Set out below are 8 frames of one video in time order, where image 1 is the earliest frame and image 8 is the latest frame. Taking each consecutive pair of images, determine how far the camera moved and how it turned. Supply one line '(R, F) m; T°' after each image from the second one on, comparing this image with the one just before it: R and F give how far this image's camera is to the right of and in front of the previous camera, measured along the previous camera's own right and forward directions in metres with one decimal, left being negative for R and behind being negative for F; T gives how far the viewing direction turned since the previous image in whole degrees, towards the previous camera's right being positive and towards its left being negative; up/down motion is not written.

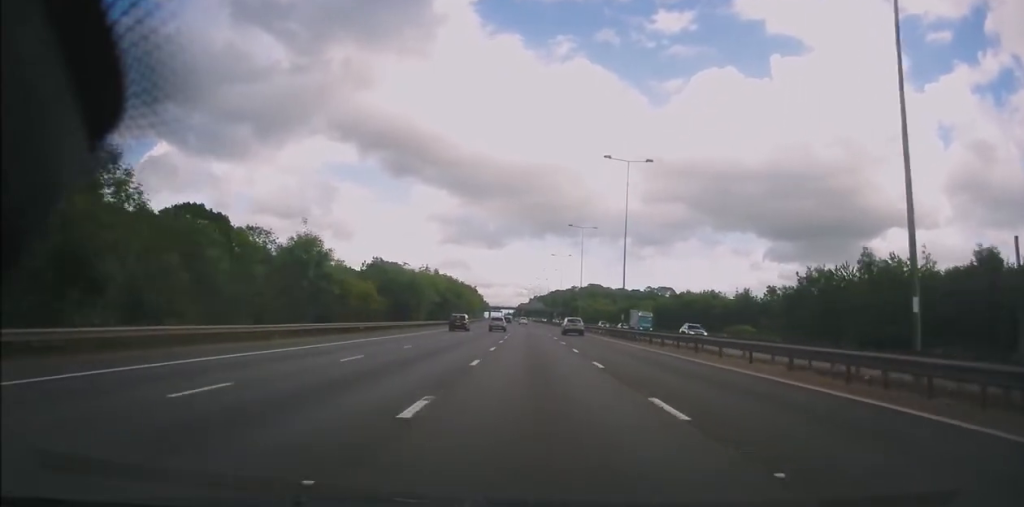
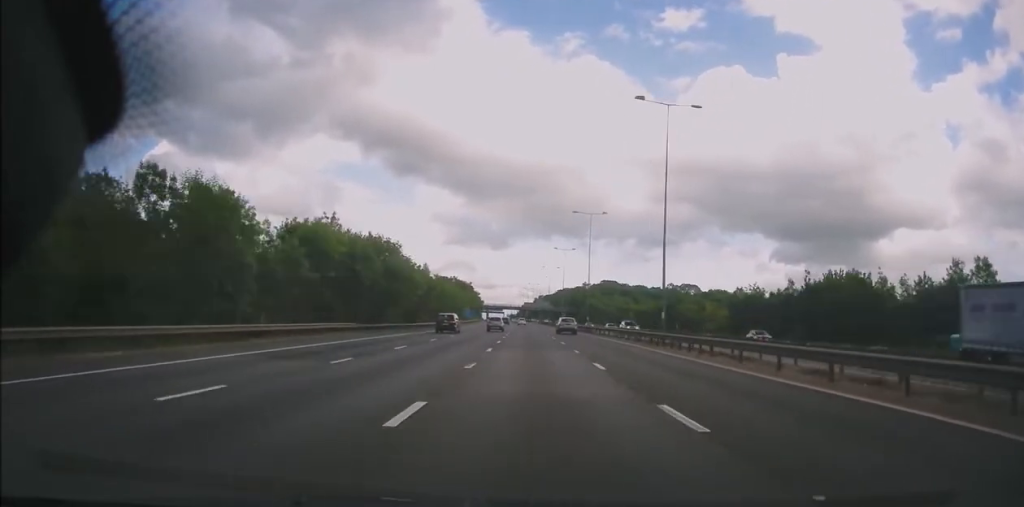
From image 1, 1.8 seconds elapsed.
(0.0, +53.2) m; 0°
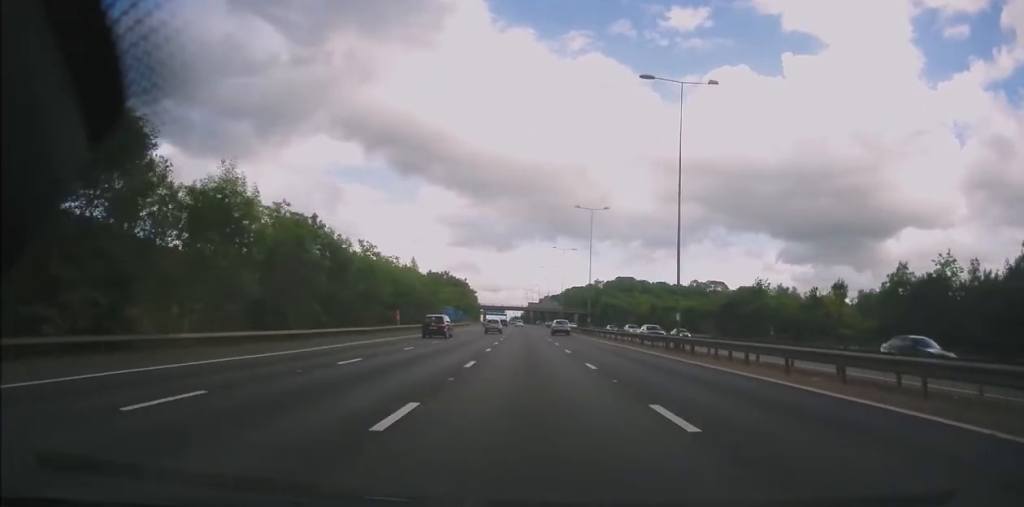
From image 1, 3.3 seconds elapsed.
(0.0, +45.1) m; 0°
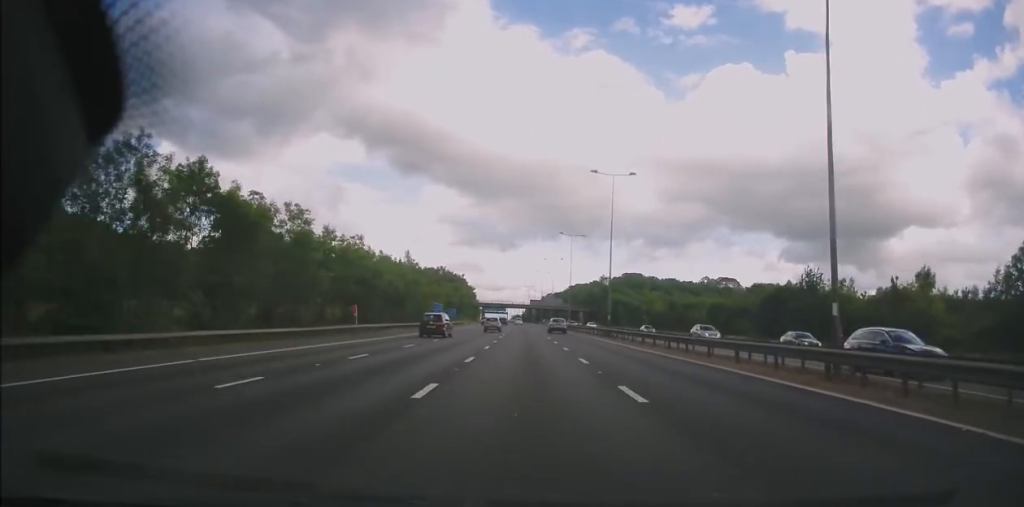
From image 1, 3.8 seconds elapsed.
(+0.1, +16.9) m; 0°
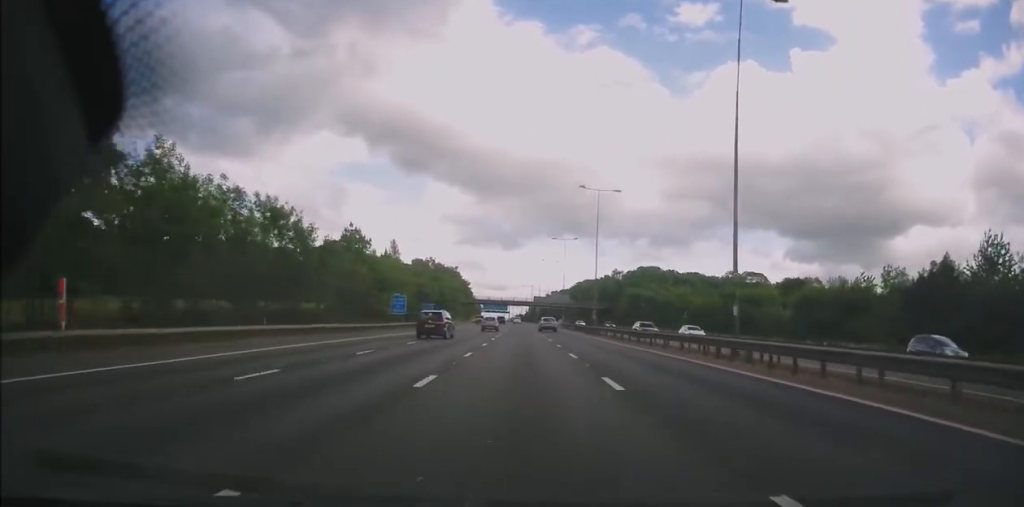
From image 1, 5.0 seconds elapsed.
(-0.3, +33.5) m; 0°
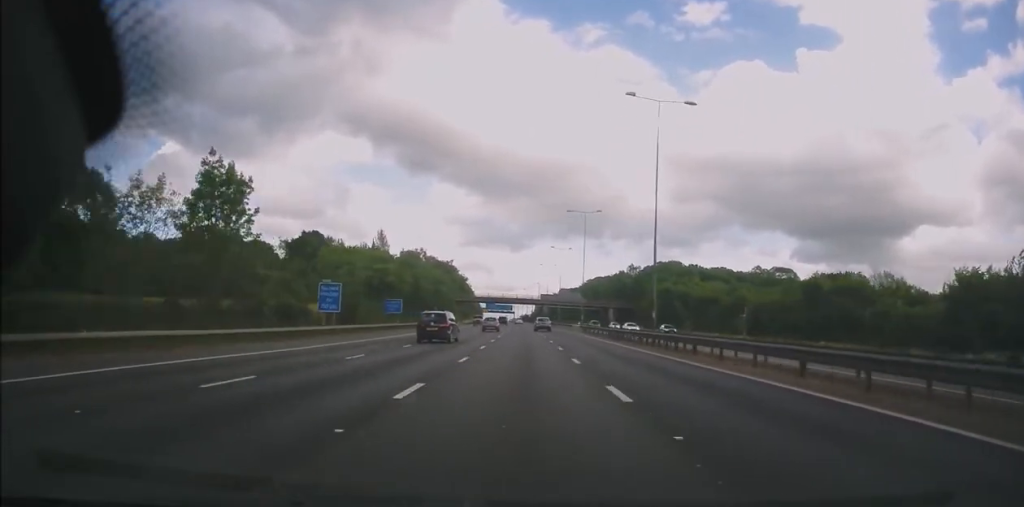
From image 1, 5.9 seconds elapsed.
(+0.4, +27.6) m; -1°
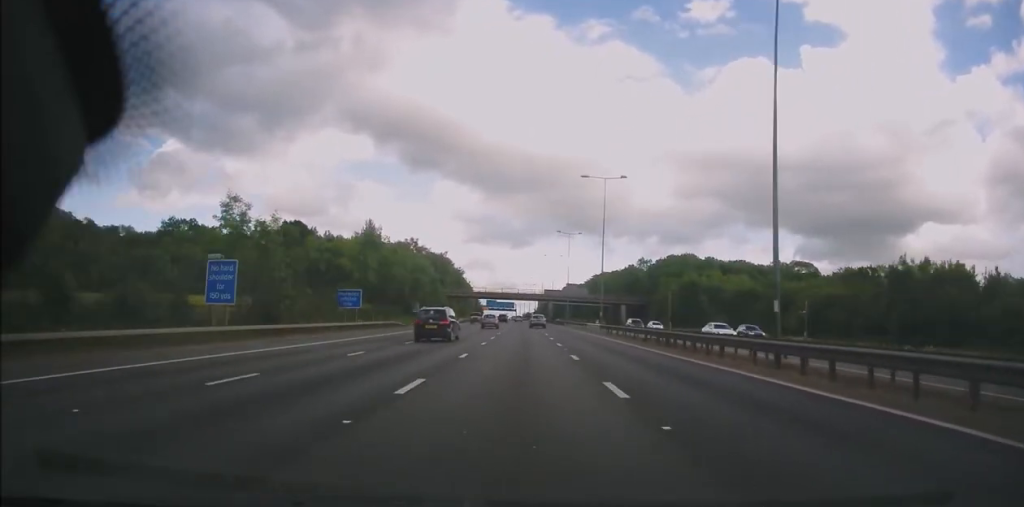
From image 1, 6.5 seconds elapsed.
(-0.6, +17.6) m; -1°
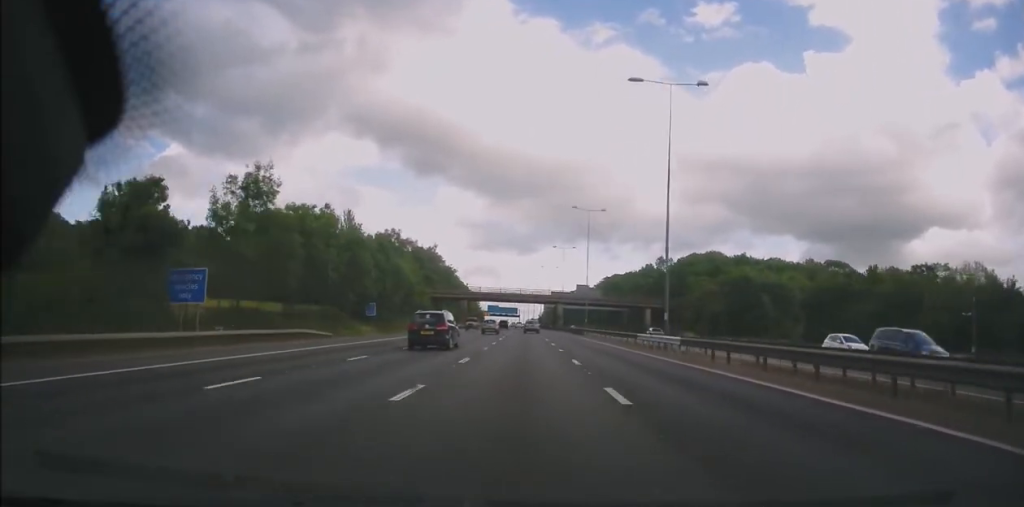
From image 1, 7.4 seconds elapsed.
(0.0, +26.3) m; 0°
